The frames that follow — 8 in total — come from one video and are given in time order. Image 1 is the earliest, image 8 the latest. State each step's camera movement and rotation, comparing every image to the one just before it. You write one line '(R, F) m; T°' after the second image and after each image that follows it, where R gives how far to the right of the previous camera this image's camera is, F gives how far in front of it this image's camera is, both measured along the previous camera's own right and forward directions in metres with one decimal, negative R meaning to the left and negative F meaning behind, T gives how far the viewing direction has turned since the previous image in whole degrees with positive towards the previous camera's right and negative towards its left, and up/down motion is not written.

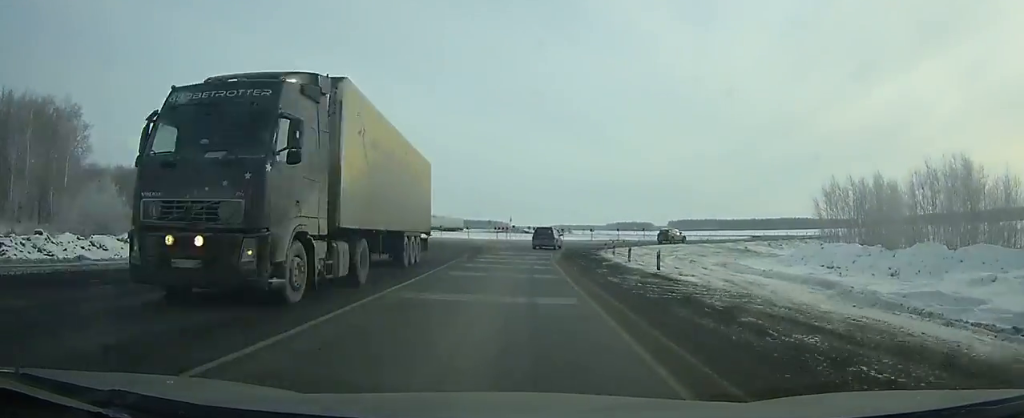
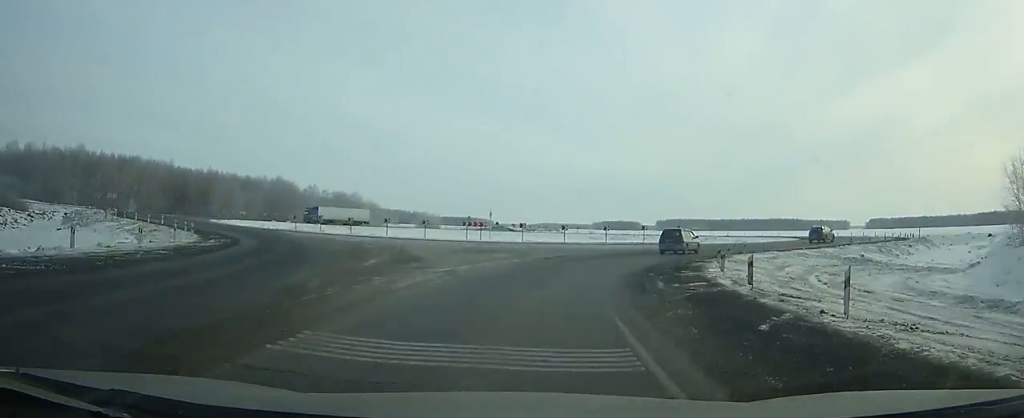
(-1.2, +24.0) m; +6°
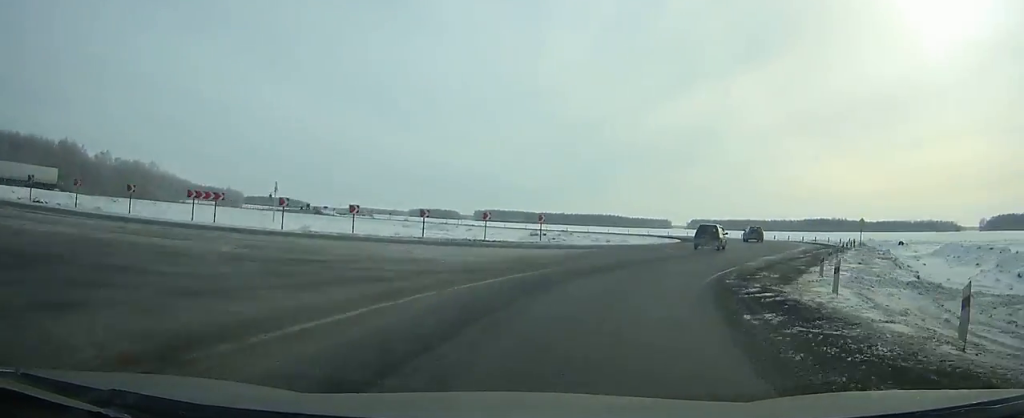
(+3.7, +22.8) m; +13°
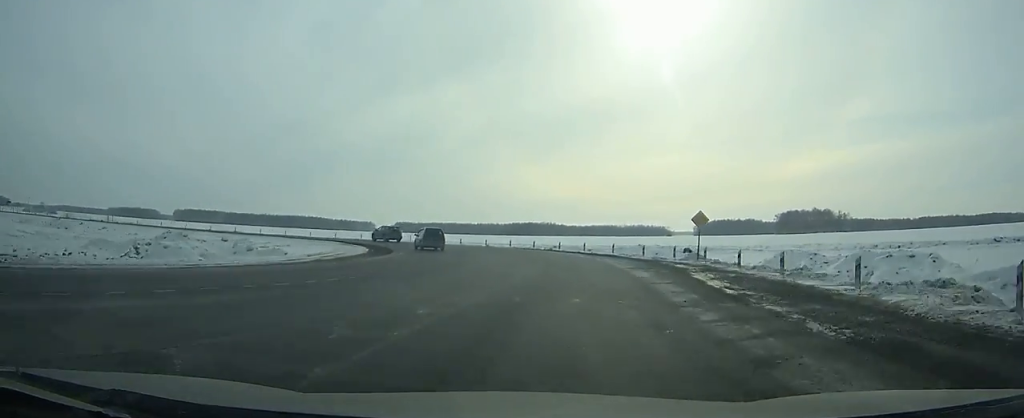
(+4.2, +28.2) m; +9°
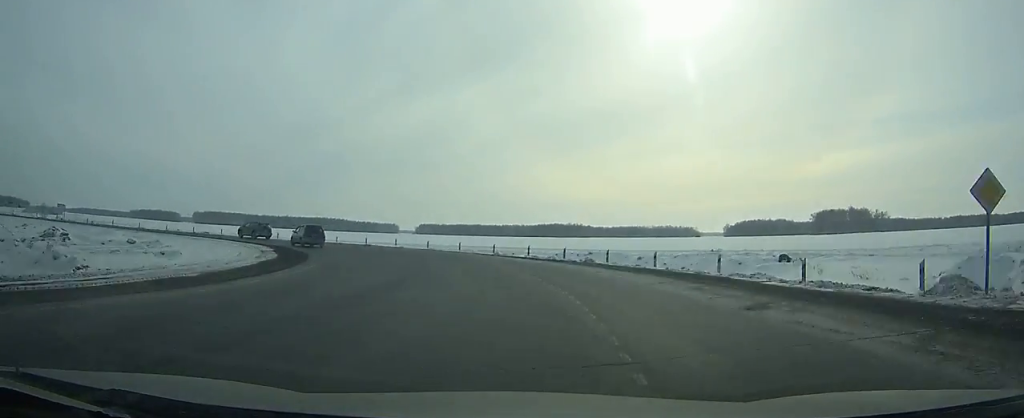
(+3.8, +18.9) m; 0°
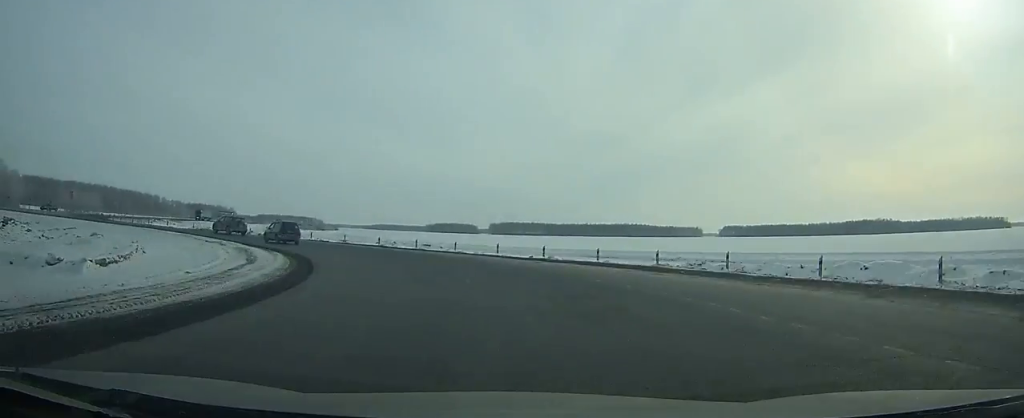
(-5.5, +32.3) m; -26°
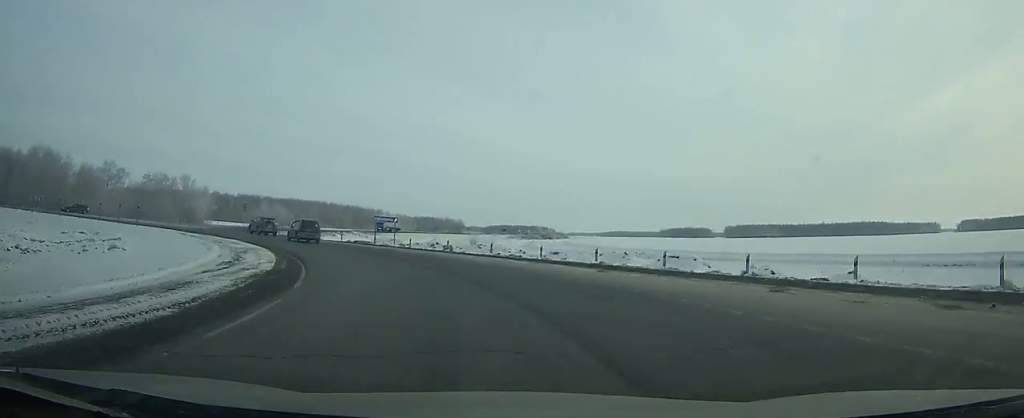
(-5.3, +21.6) m; -17°
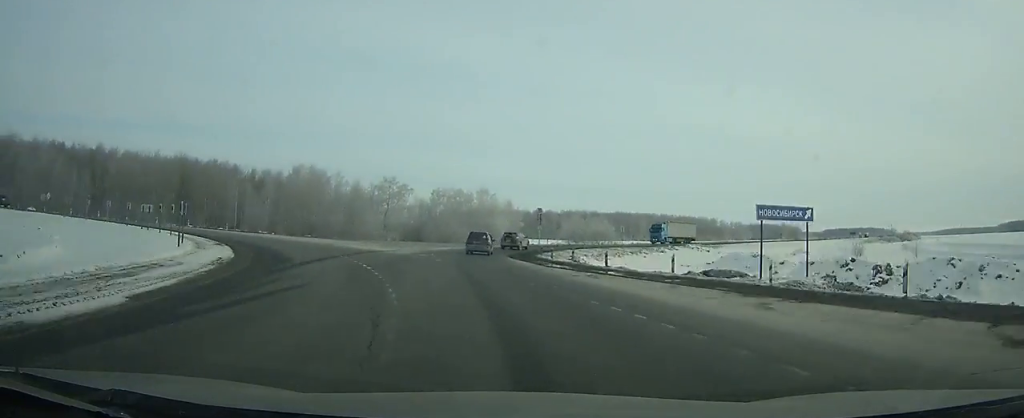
(-7.5, +32.7) m; -17°
